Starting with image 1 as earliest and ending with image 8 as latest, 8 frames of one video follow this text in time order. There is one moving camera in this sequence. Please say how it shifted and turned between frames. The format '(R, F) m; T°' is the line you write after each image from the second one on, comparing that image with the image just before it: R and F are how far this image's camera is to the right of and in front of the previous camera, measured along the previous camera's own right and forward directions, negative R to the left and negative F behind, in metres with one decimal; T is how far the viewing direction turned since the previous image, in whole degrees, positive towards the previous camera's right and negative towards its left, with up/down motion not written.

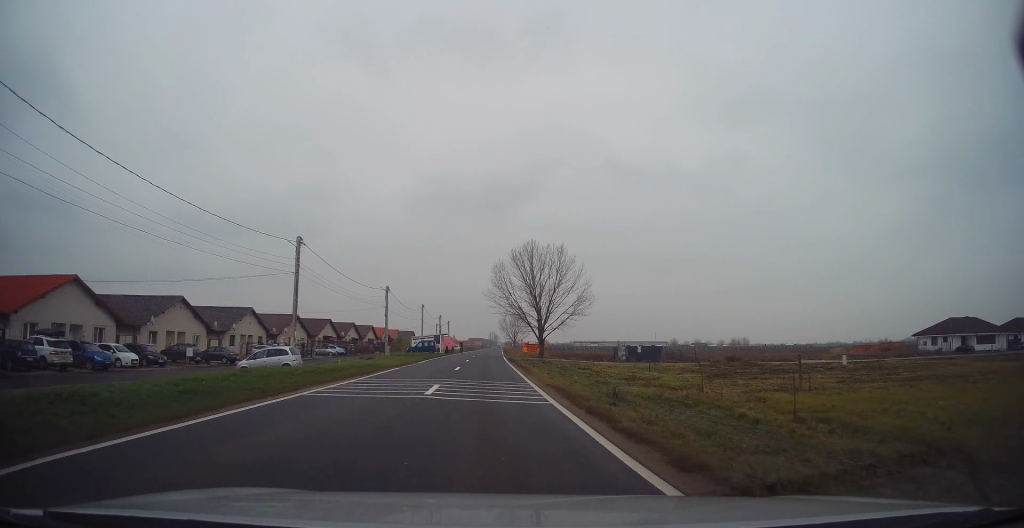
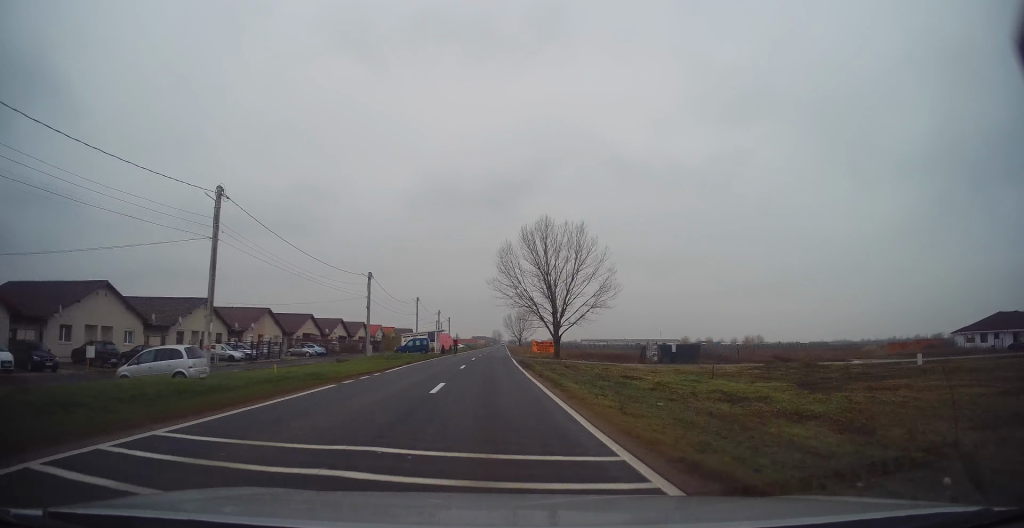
(0.0, +11.8) m; +1°
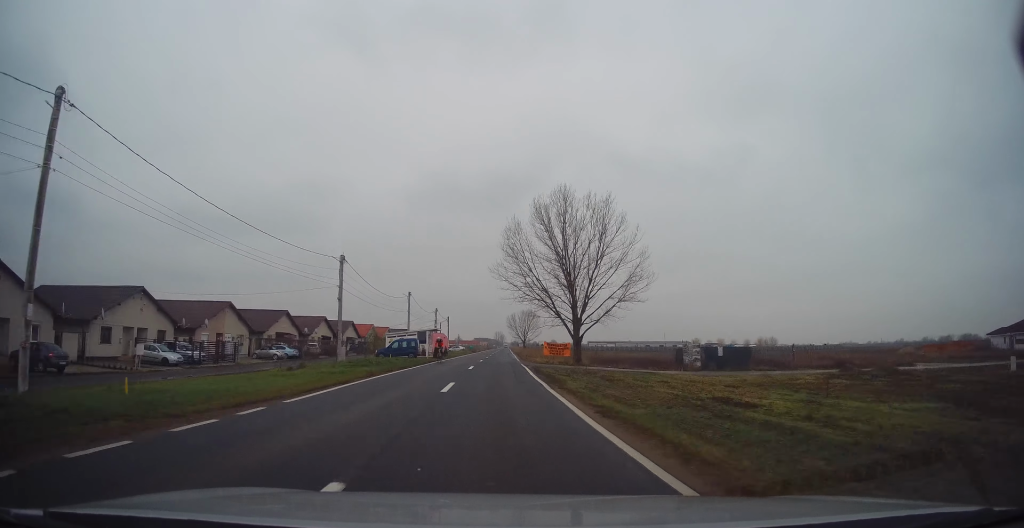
(+0.3, +11.2) m; 0°
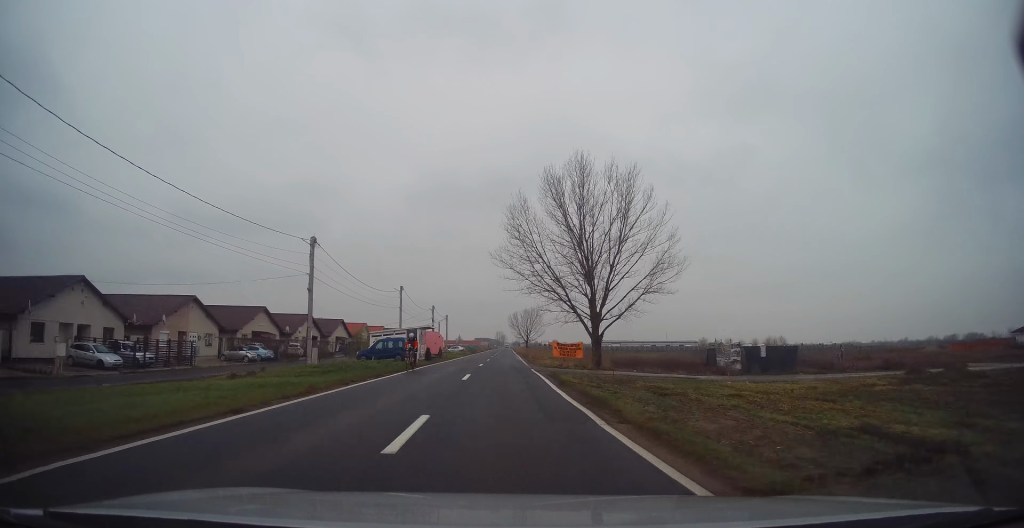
(-0.1, +7.4) m; 0°
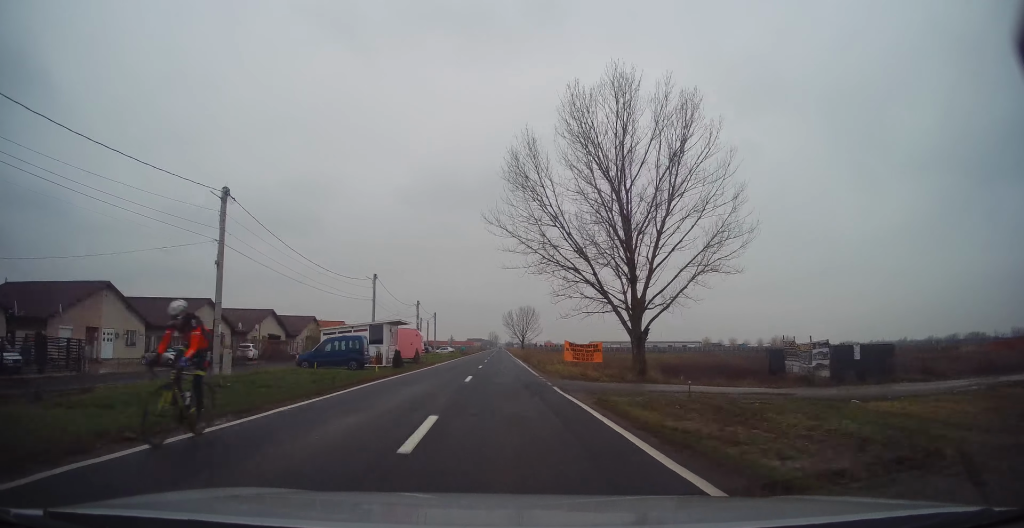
(-0.2, +11.6) m; 0°
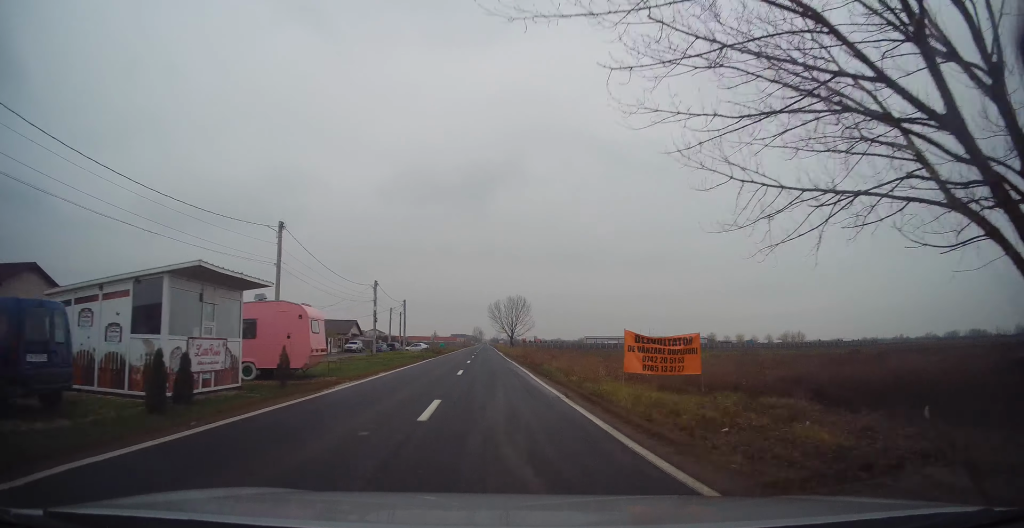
(+0.3, +21.8) m; +2°
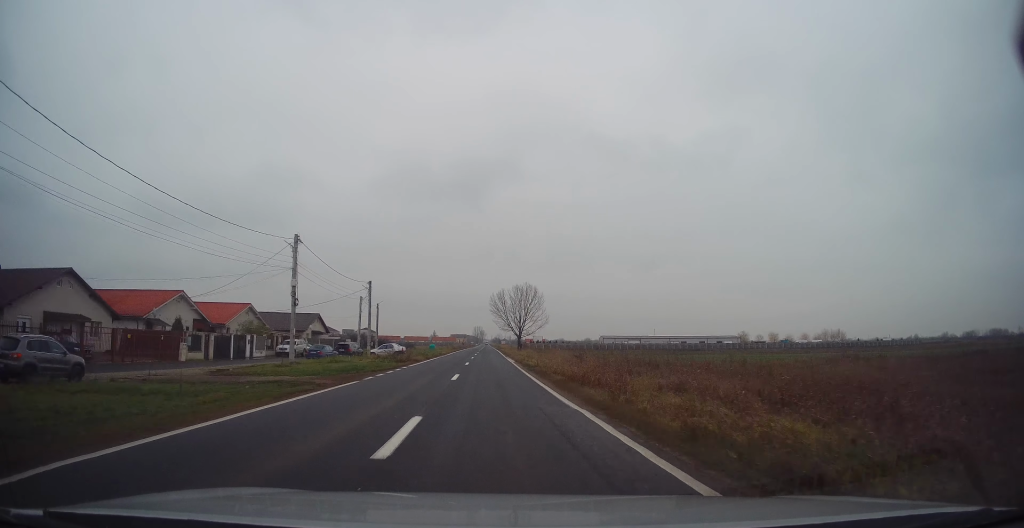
(+0.3, +26.3) m; +1°
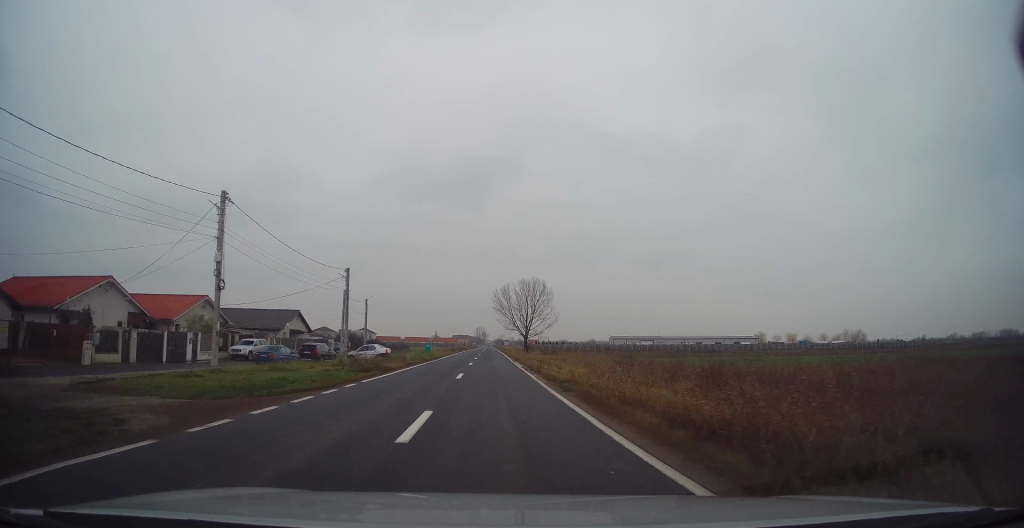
(0.0, +11.0) m; 0°
